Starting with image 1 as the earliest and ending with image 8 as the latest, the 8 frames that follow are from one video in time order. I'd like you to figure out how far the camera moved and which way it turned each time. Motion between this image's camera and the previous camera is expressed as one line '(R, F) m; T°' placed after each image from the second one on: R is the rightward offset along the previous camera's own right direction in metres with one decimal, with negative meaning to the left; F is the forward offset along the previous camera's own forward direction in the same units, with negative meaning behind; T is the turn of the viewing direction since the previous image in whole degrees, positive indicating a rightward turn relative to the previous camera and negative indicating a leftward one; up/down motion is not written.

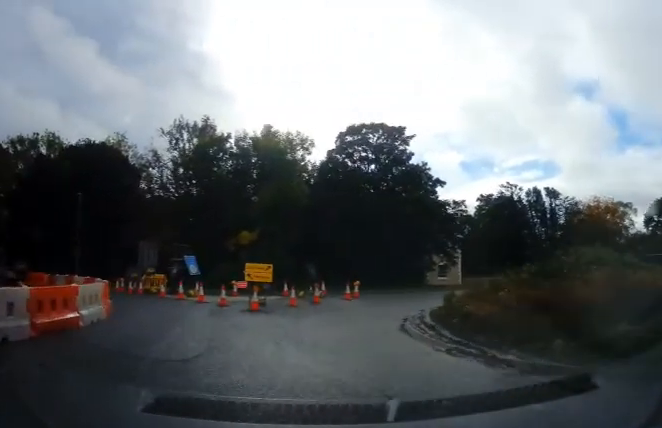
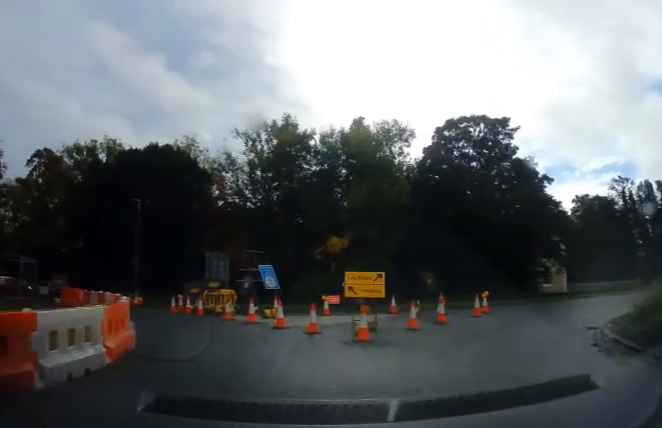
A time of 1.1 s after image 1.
(-0.3, +5.4) m; -9°
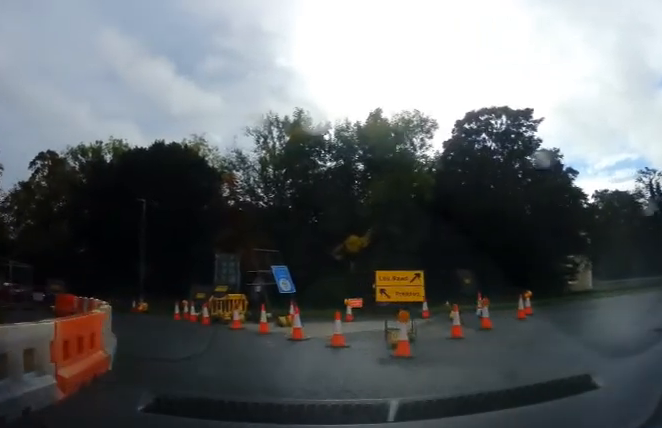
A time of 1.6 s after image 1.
(-0.2, +2.3) m; -3°
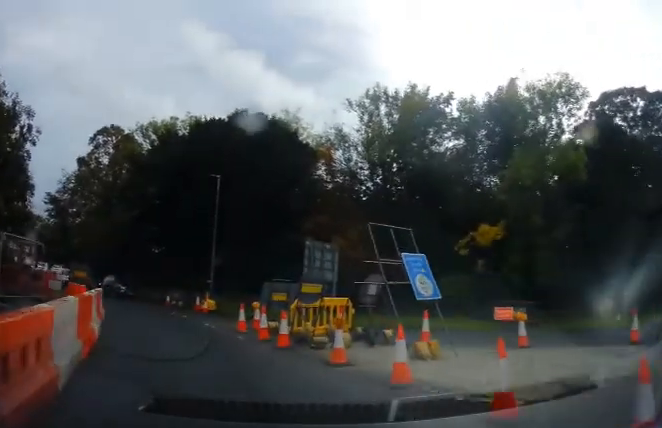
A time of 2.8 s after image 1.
(-0.2, +6.5) m; -11°
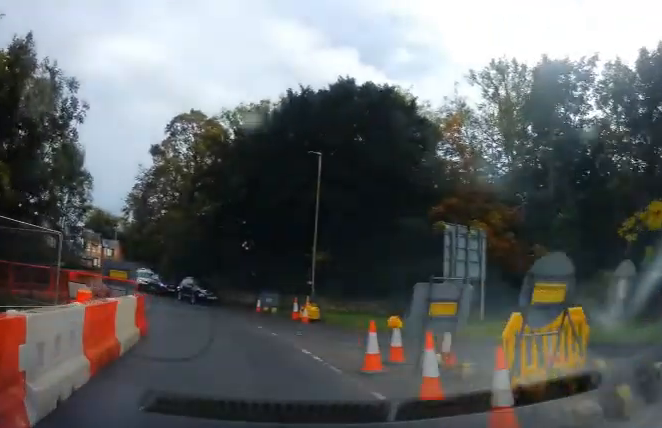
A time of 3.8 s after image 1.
(-0.9, +5.8) m; -12°
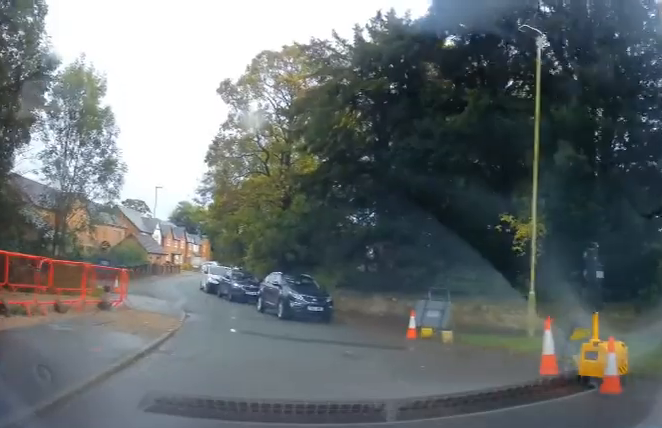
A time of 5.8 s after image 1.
(-0.9, +12.6) m; -9°
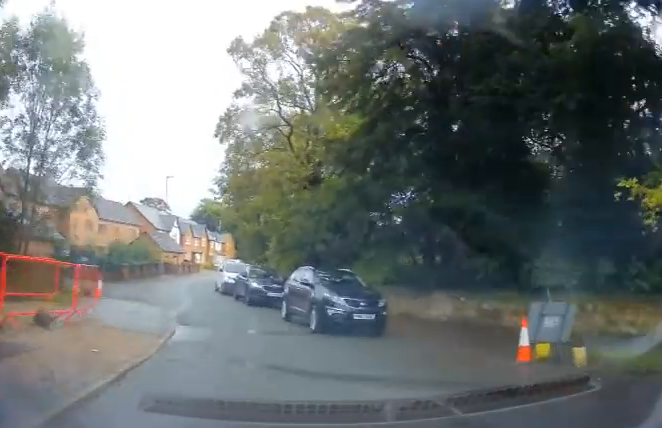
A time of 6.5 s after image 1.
(-0.4, +4.8) m; -4°
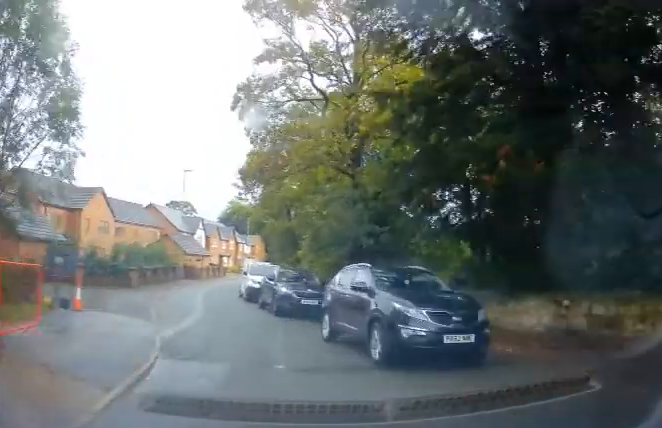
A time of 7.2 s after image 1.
(-0.1, +4.1) m; -4°
